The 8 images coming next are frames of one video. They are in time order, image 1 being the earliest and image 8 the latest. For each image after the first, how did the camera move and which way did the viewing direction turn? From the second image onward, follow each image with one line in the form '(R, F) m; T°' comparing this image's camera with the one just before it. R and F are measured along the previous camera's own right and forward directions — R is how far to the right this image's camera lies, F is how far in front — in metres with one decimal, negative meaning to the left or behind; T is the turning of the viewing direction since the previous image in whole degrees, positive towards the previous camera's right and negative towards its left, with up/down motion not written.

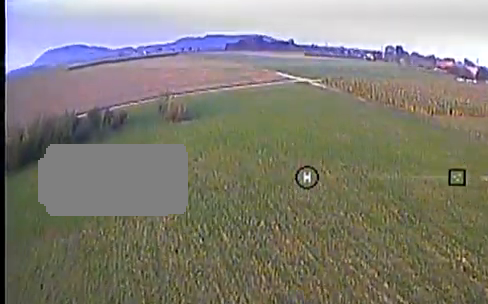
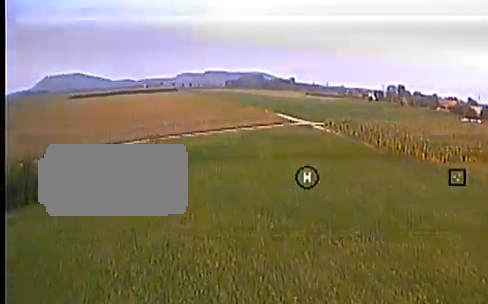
(-0.2, +6.4) m; -3°
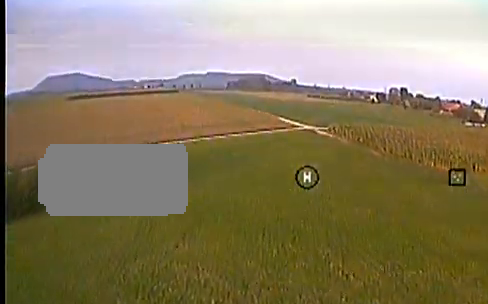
(-0.1, +3.9) m; 0°
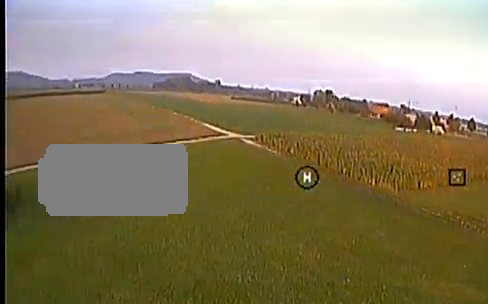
(-0.1, +7.8) m; +1°
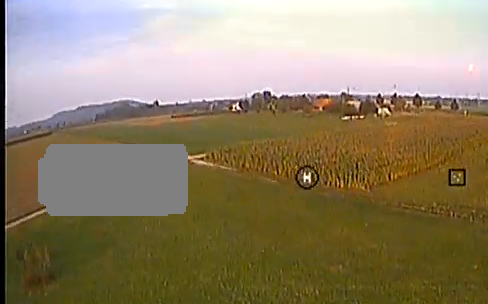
(0.0, +5.8) m; +3°
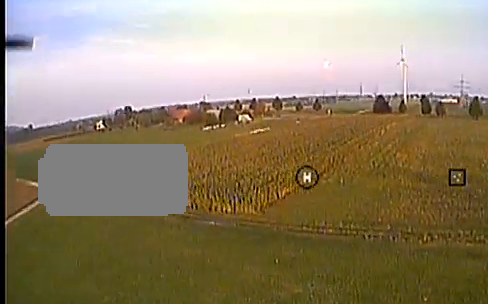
(+0.5, +7.6) m; +10°
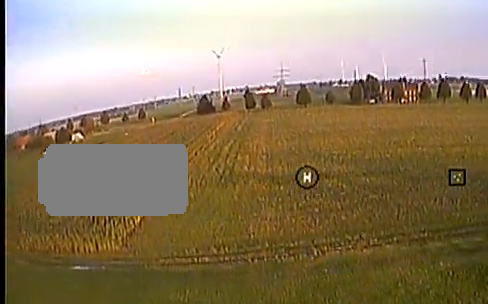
(+1.0, +6.8) m; +14°
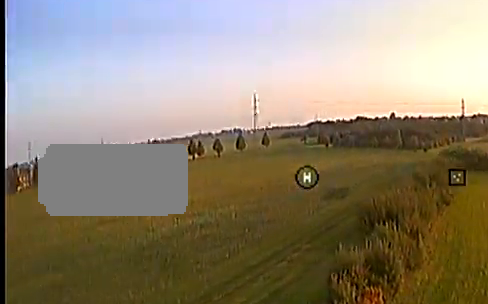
(+4.1, +11.7) m; +43°
